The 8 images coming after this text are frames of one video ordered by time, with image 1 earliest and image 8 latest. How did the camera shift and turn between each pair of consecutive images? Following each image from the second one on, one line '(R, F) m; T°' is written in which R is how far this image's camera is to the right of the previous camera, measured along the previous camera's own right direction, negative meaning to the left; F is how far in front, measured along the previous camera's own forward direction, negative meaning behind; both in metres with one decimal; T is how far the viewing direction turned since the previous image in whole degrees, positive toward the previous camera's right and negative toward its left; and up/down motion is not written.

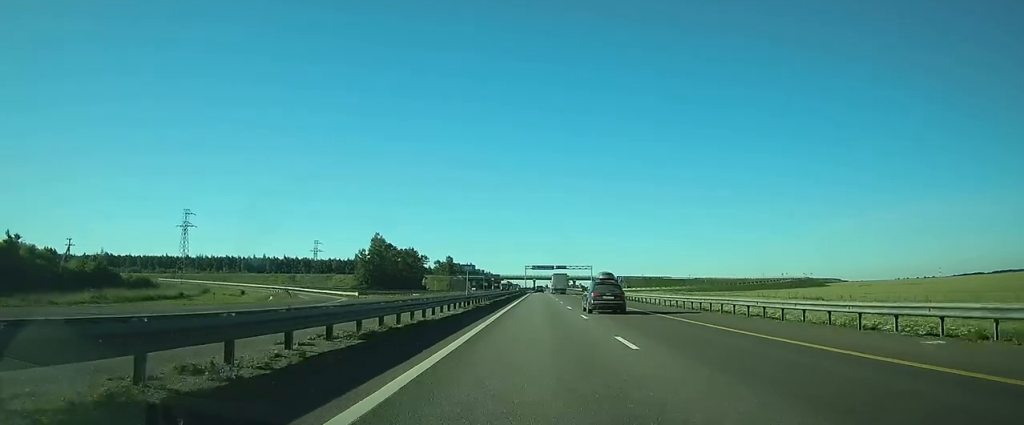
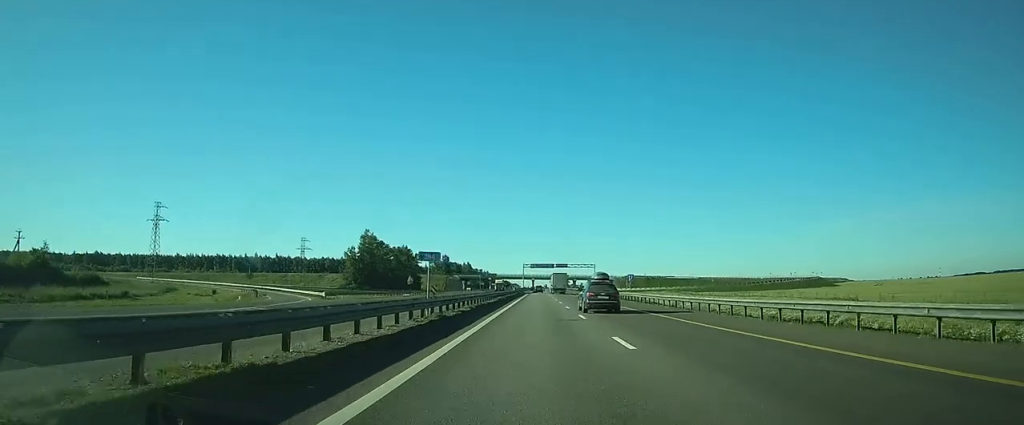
(0.0, +12.1) m; 0°
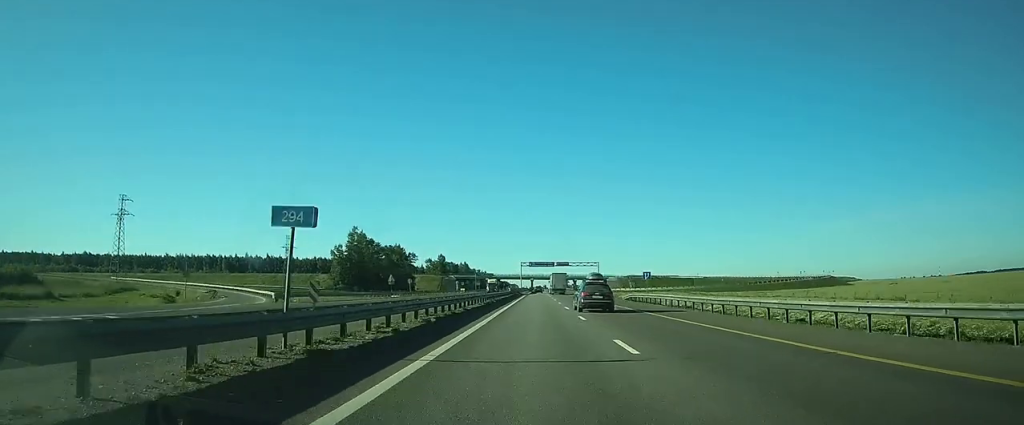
(0.0, +12.9) m; 0°
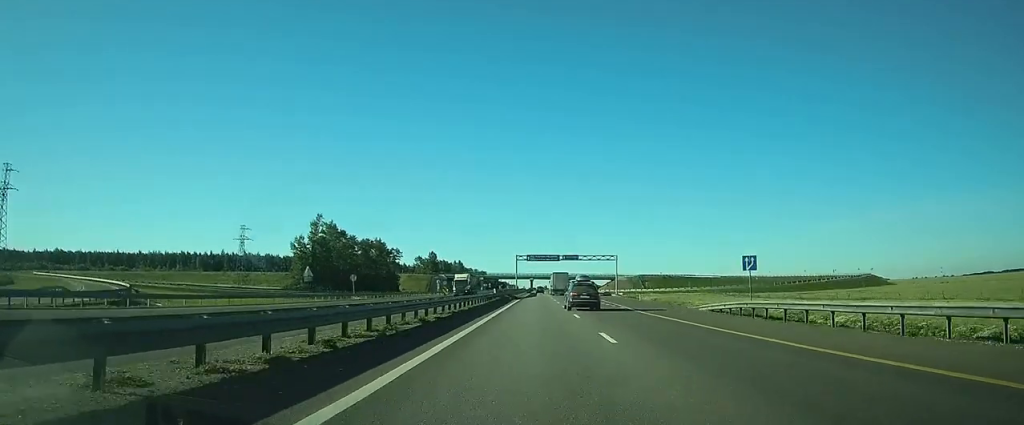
(+0.1, +33.5) m; 0°
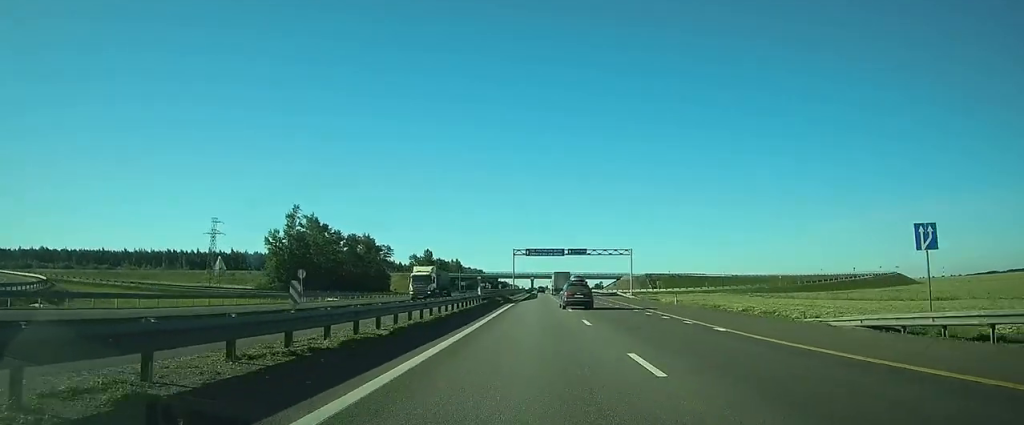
(0.0, +17.0) m; 0°
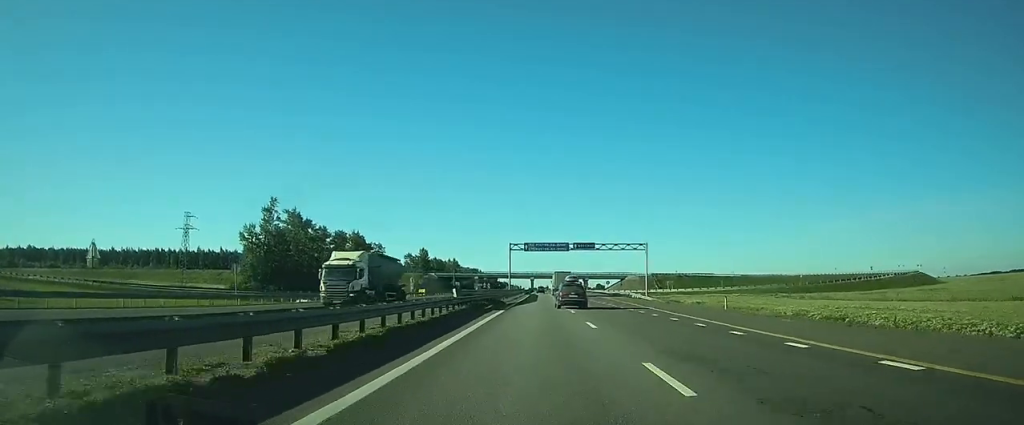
(0.0, +13.3) m; 0°
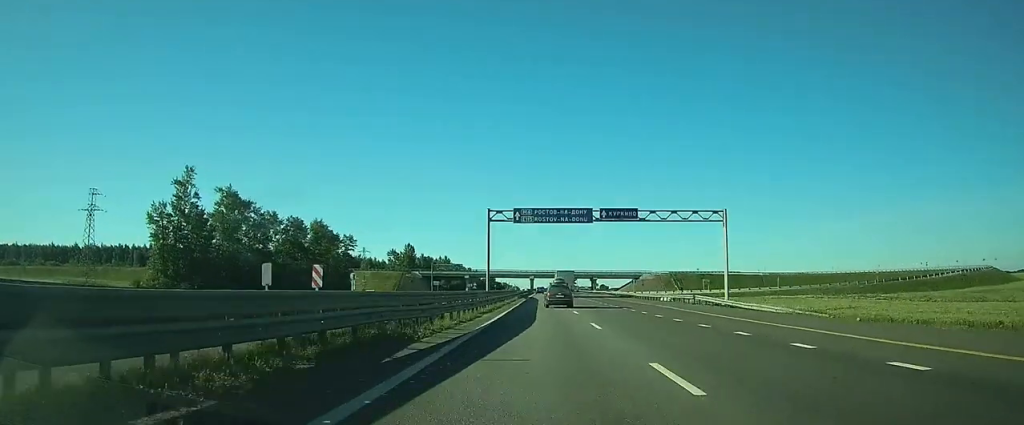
(+0.1, +35.4) m; 0°
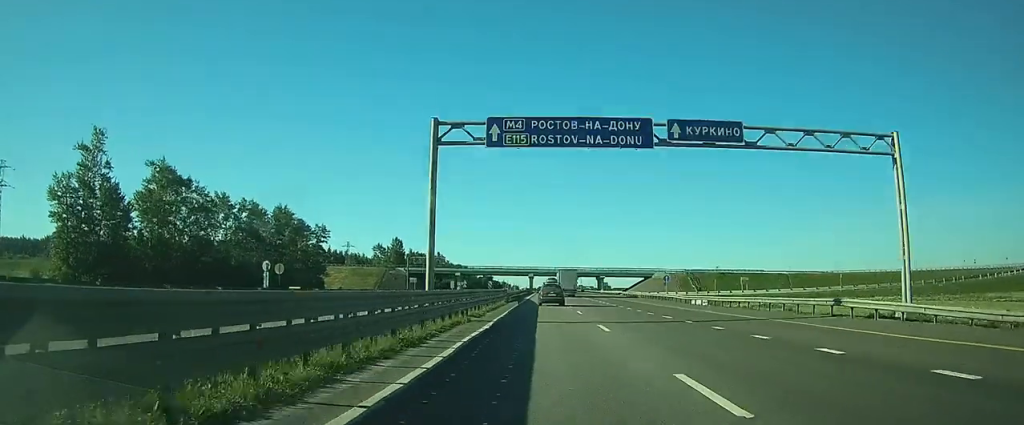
(0.0, +24.8) m; 0°
